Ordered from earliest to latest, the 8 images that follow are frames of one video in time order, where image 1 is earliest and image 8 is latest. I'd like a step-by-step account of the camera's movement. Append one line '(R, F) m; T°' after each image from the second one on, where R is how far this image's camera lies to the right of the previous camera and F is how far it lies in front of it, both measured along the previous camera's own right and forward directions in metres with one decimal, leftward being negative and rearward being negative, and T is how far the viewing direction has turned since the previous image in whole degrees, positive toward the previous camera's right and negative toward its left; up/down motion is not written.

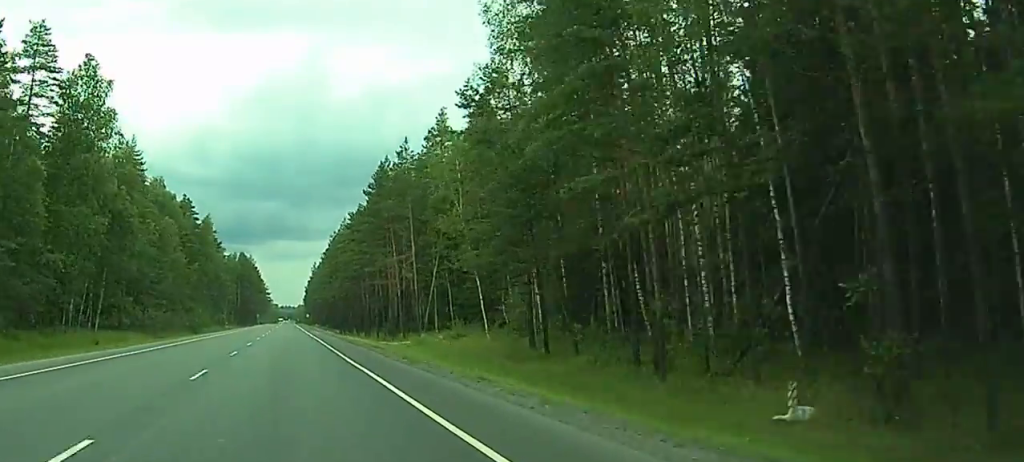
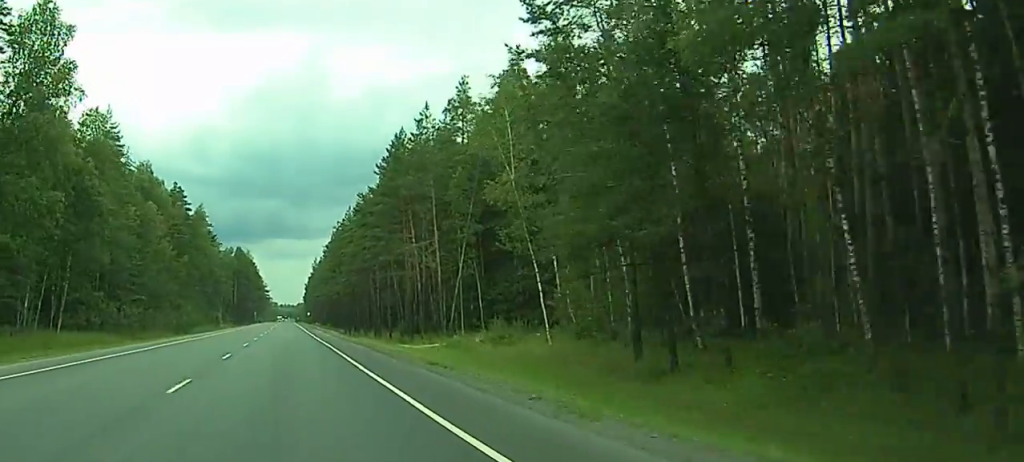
(-0.1, +15.3) m; 0°
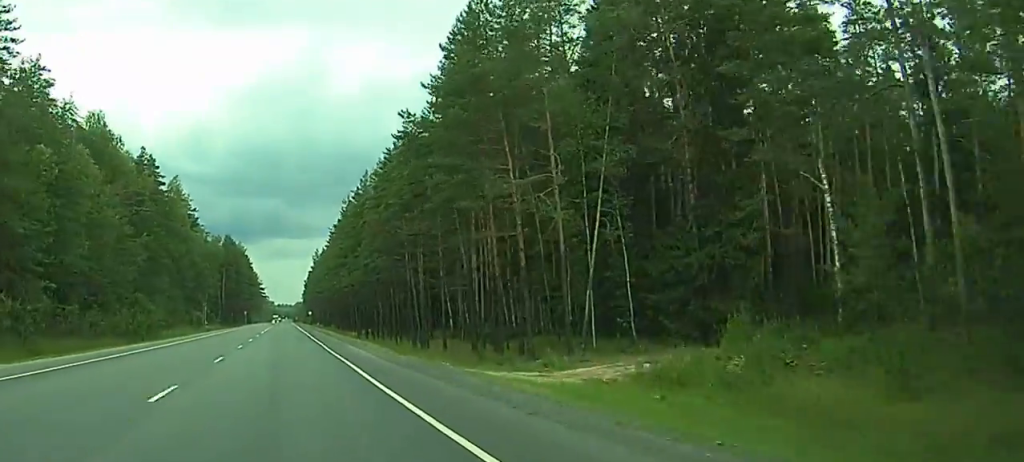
(-0.2, +37.4) m; 0°
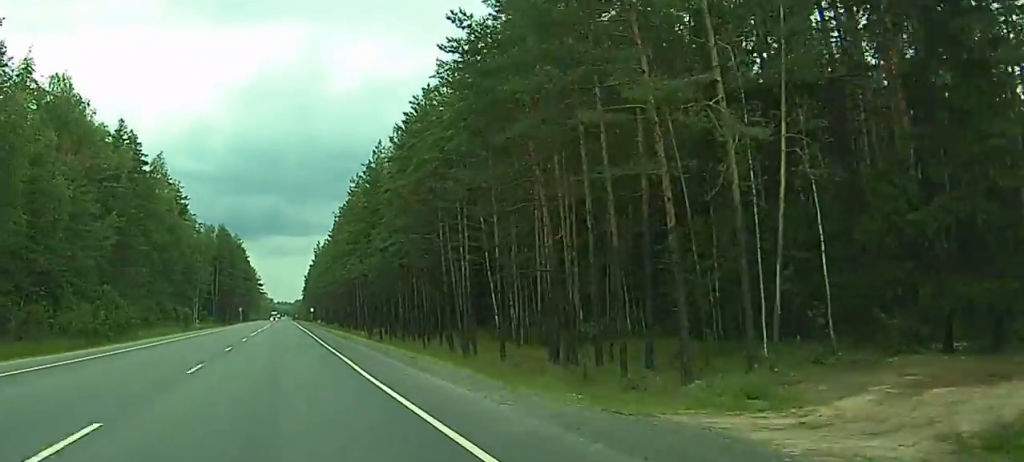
(0.0, +18.2) m; 0°
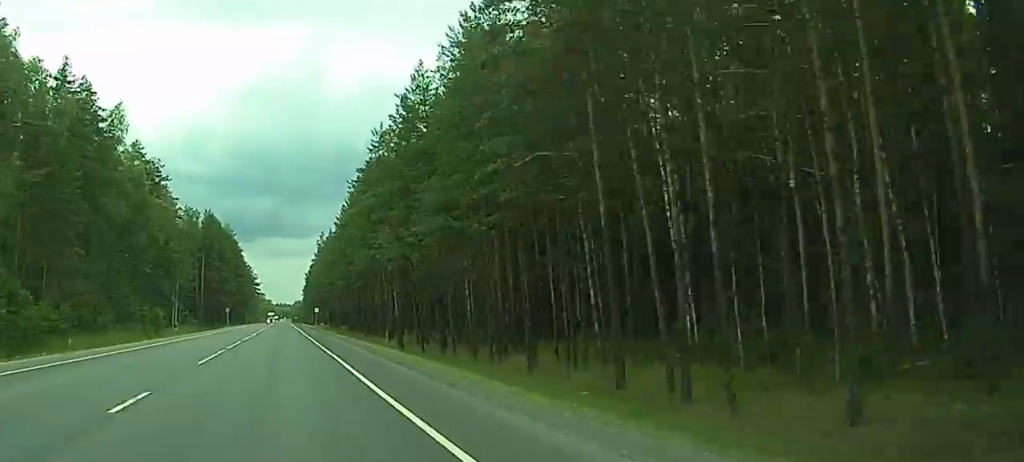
(0.0, +31.6) m; 0°
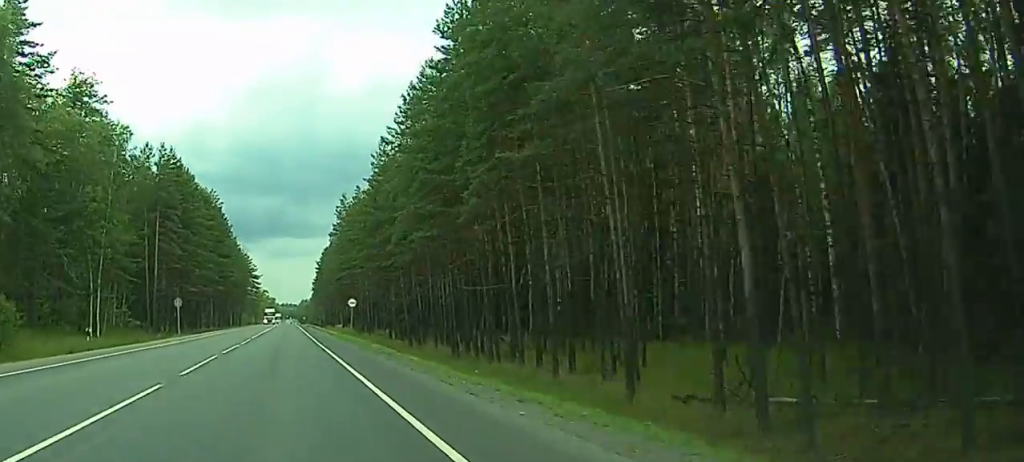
(+0.6, +64.2) m; +1°
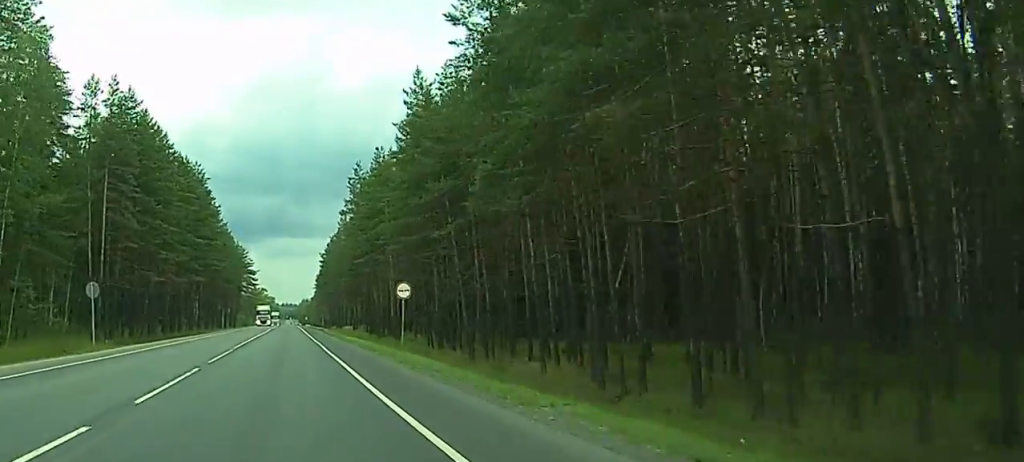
(-0.2, +29.9) m; 0°
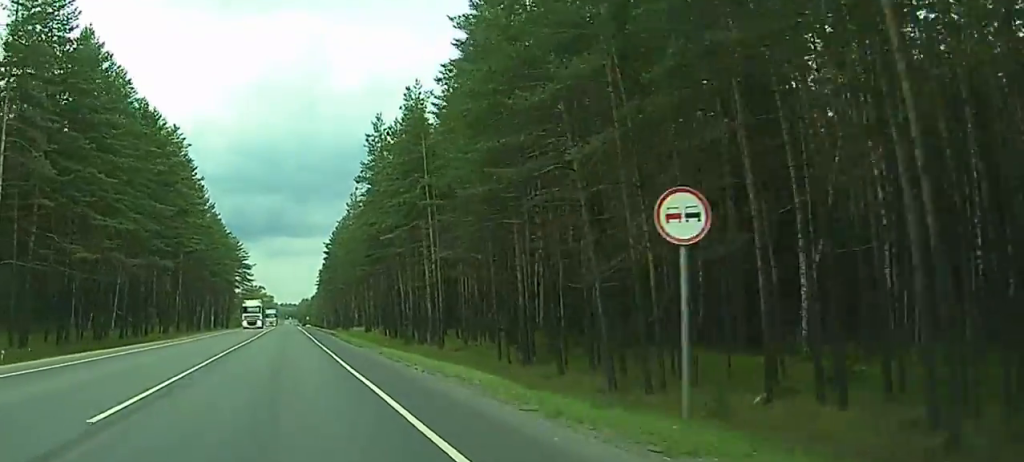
(0.0, +27.0) m; 0°
